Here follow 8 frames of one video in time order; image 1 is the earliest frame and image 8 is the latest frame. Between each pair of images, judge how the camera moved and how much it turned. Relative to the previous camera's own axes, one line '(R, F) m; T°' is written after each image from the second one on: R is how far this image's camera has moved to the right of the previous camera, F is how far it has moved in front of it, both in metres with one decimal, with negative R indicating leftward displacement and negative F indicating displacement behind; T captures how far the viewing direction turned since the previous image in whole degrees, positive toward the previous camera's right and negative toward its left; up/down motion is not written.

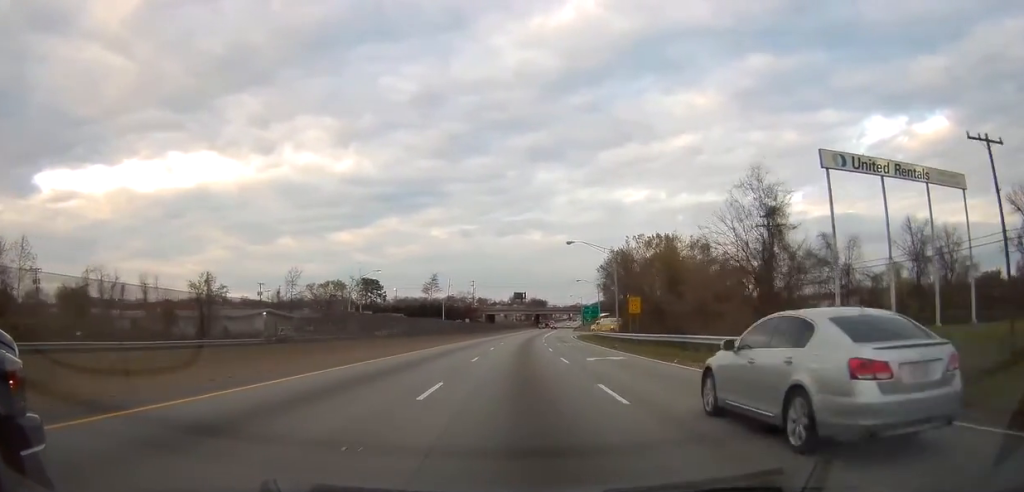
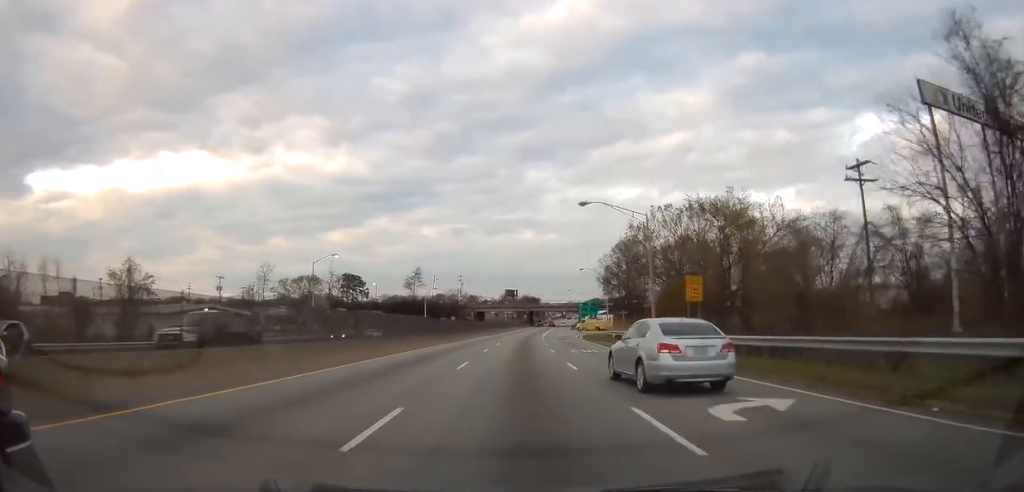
(0.0, +16.4) m; +1°
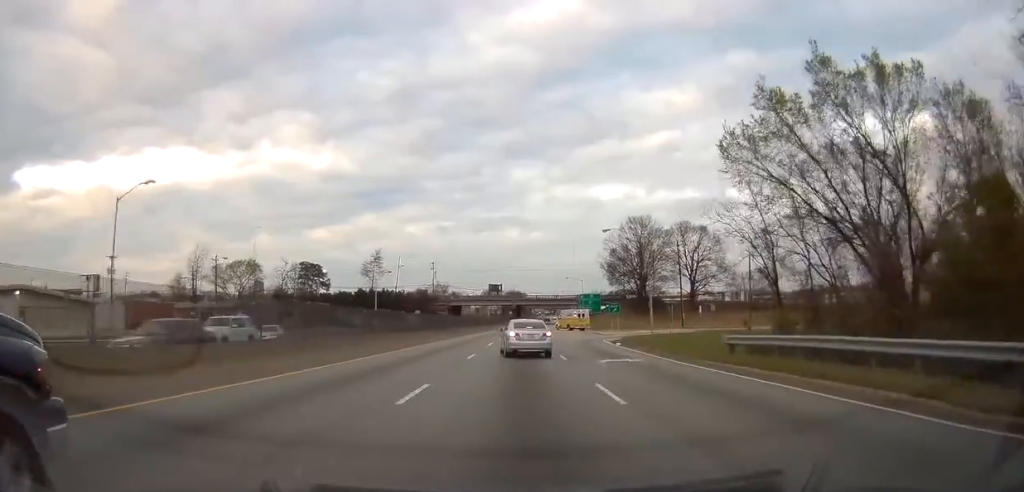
(+0.6, +33.1) m; +1°
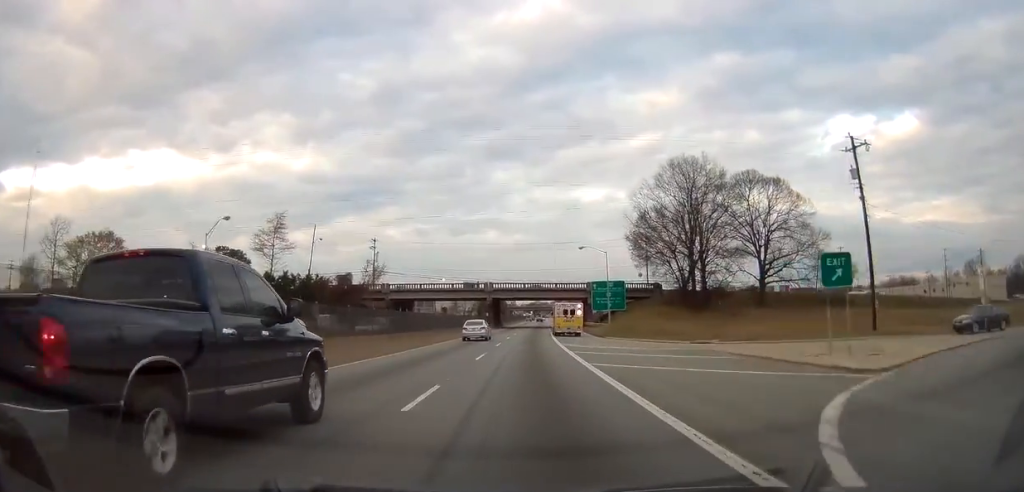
(+0.6, +48.9) m; +2°
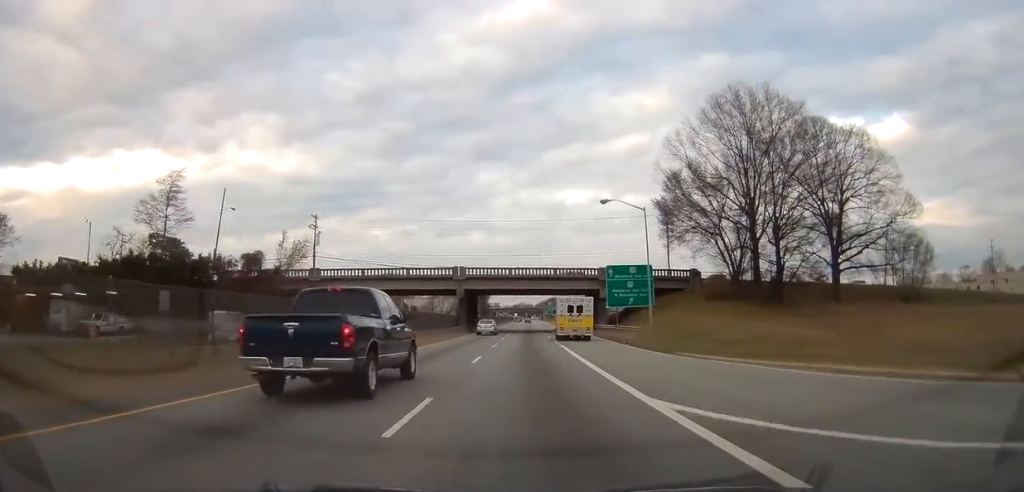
(+0.5, +26.2) m; +2°
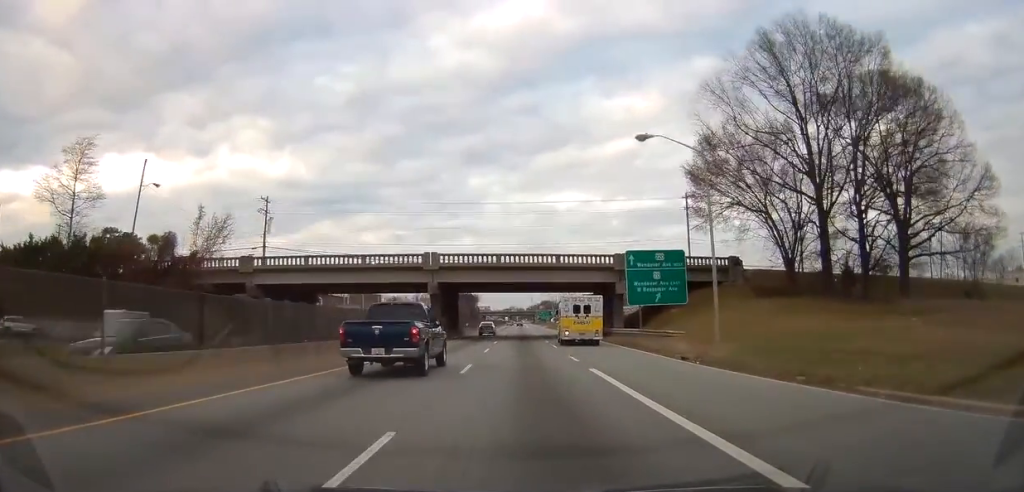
(+0.1, +15.2) m; 0°
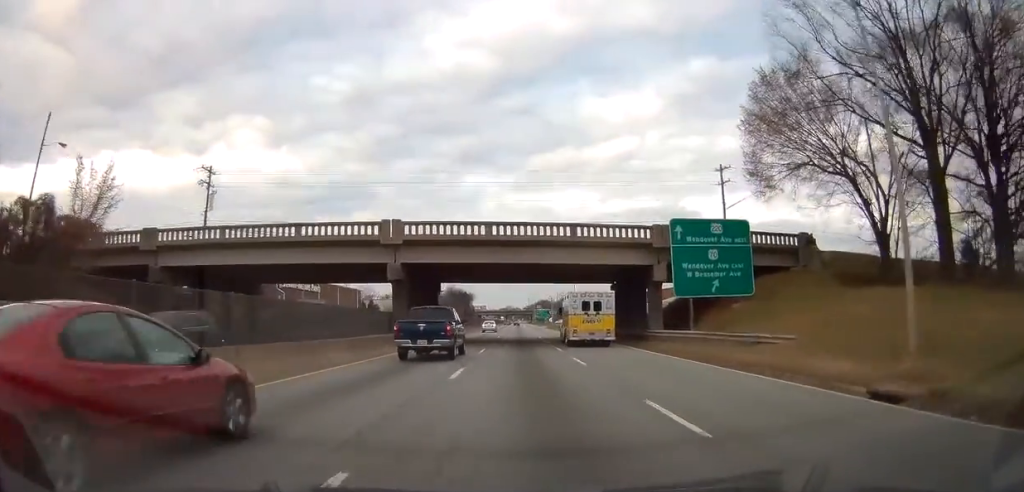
(0.0, +14.4) m; 0°
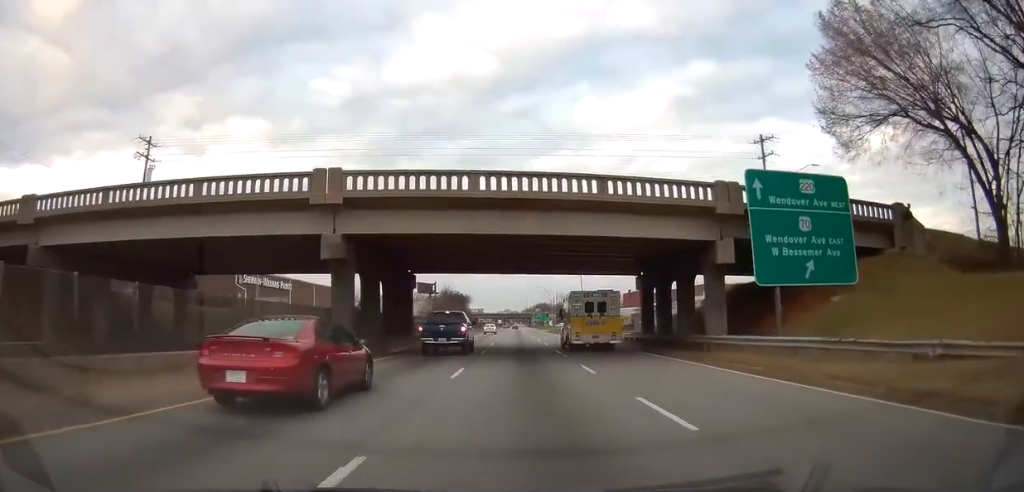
(-0.2, +11.6) m; 0°
